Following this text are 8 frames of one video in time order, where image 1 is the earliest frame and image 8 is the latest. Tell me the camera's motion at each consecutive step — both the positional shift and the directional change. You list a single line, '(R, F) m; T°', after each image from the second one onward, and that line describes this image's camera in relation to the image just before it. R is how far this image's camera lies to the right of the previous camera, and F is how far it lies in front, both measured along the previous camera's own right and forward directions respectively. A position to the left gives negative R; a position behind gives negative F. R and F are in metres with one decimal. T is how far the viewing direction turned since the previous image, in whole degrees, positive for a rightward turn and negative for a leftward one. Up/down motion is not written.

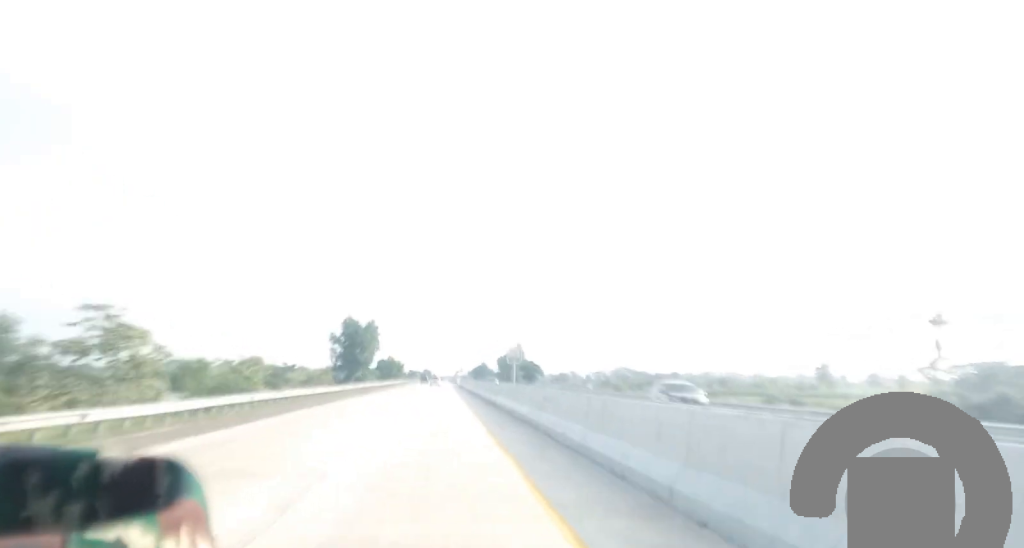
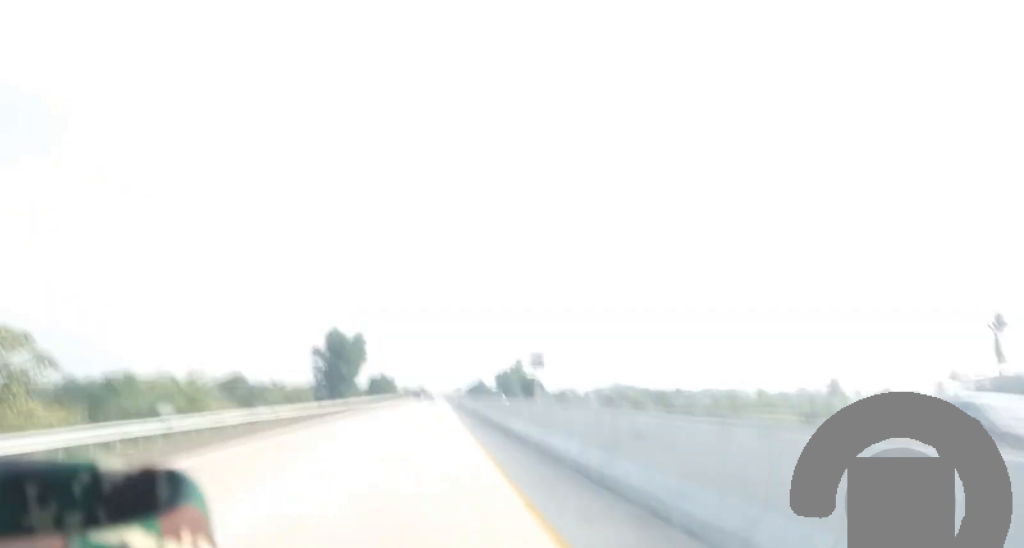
(+0.1, +12.3) m; 0°
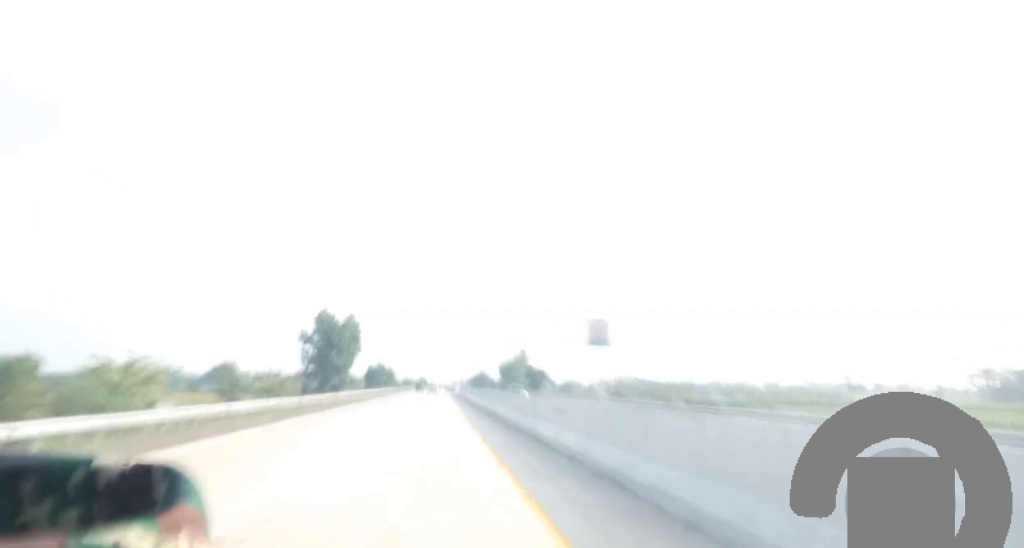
(0.0, +13.3) m; 0°
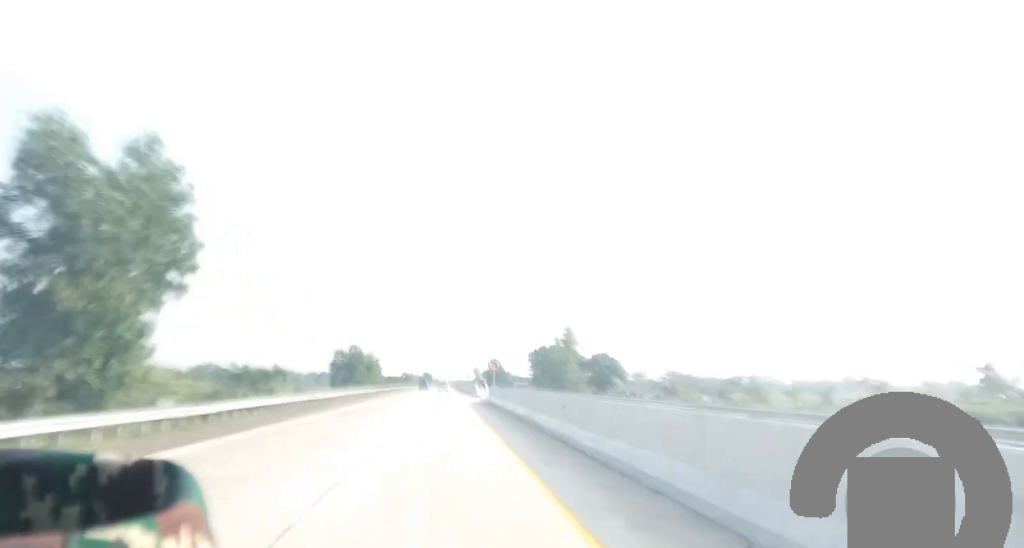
(-1.9, +76.4) m; -1°
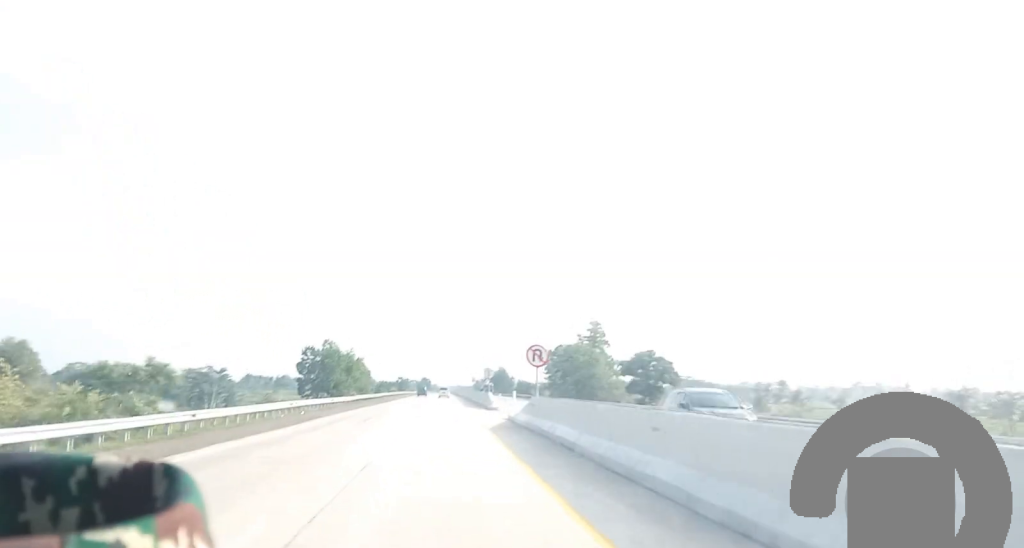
(+0.1, +30.9) m; +1°
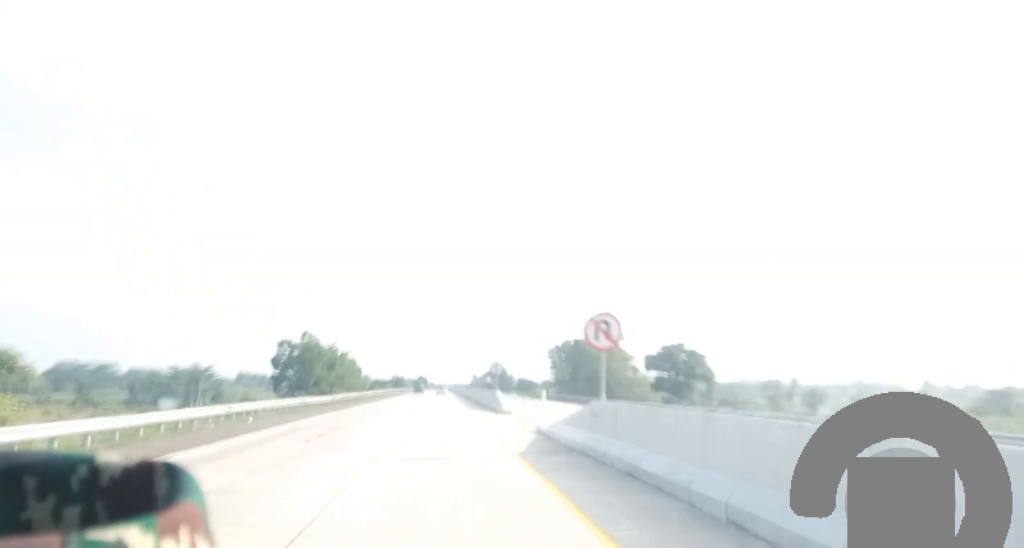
(+0.1, +15.0) m; 0°
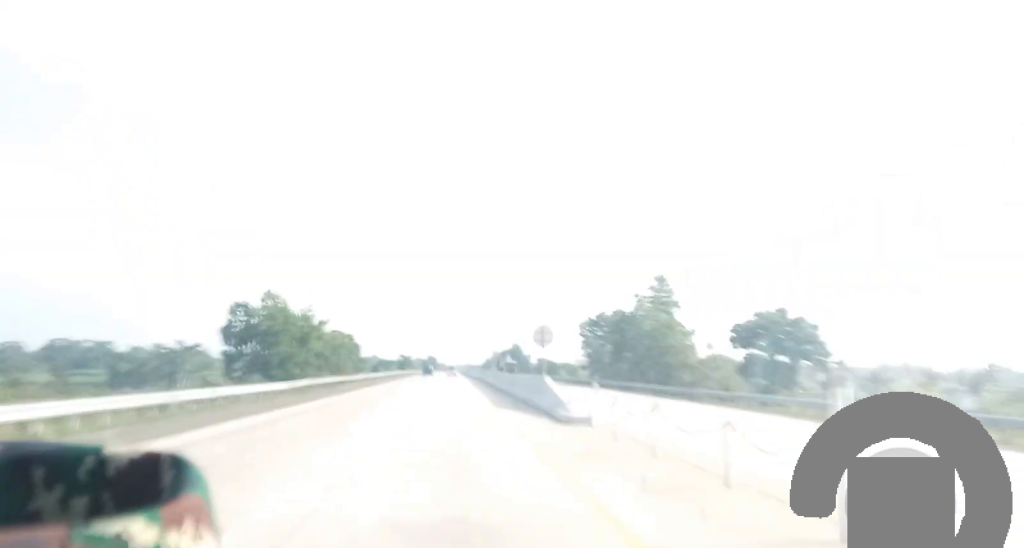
(+0.1, +22.5) m; 0°
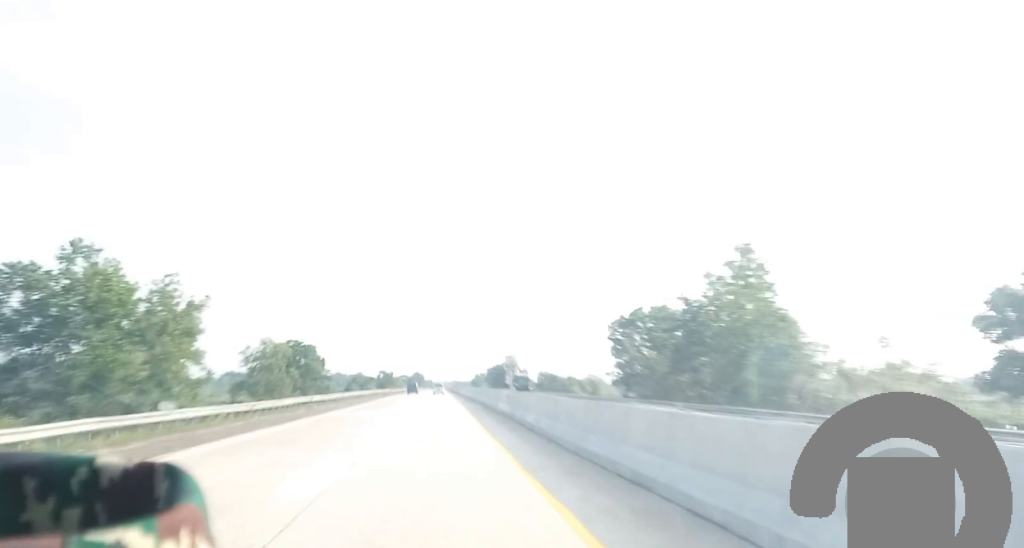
(+0.1, +34.0) m; 0°
